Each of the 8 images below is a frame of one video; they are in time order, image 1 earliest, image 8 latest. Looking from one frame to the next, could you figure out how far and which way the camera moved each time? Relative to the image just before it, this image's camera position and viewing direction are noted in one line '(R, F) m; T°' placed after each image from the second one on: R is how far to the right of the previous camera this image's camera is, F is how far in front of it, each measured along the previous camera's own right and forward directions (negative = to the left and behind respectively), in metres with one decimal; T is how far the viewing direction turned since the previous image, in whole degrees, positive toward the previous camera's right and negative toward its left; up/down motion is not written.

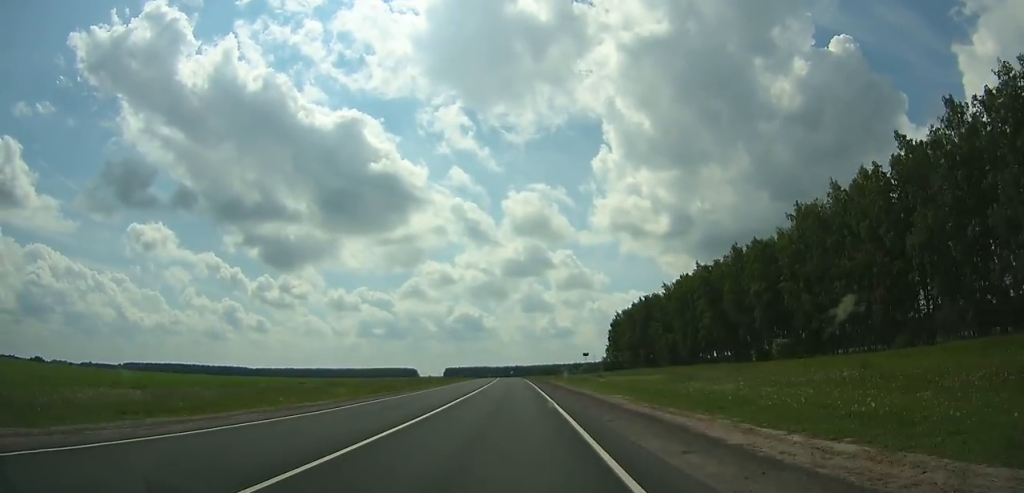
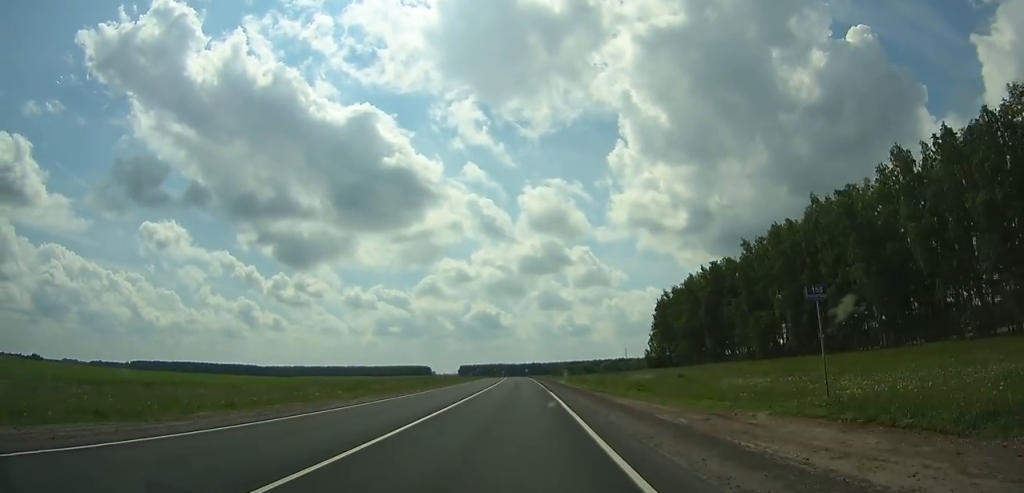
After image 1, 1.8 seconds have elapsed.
(-0.8, +50.1) m; -1°
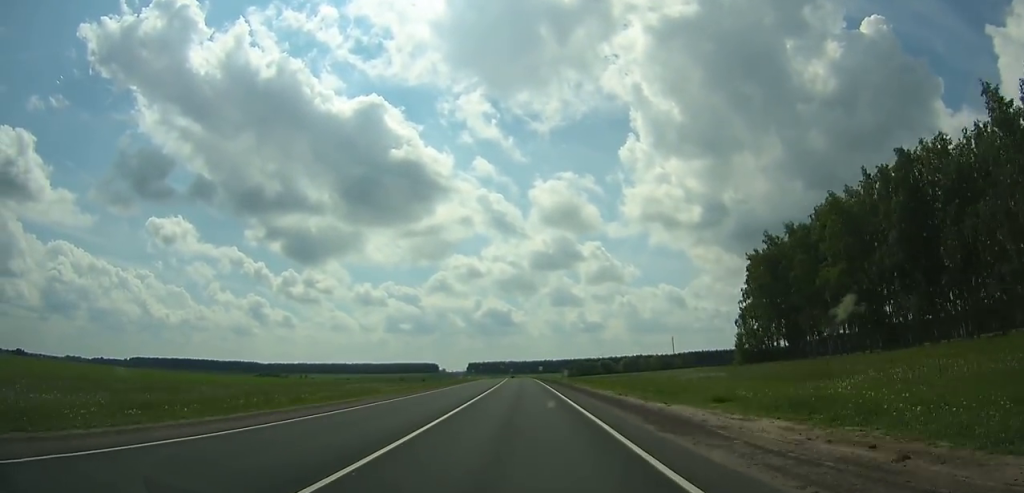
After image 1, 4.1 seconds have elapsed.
(-0.8, +62.1) m; -1°
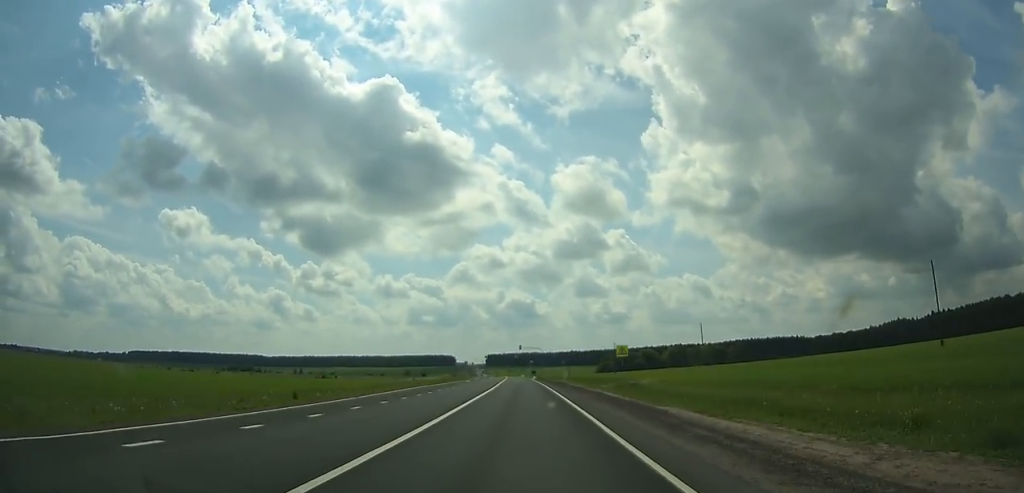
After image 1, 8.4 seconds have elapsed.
(-2.0, +108.6) m; -2°
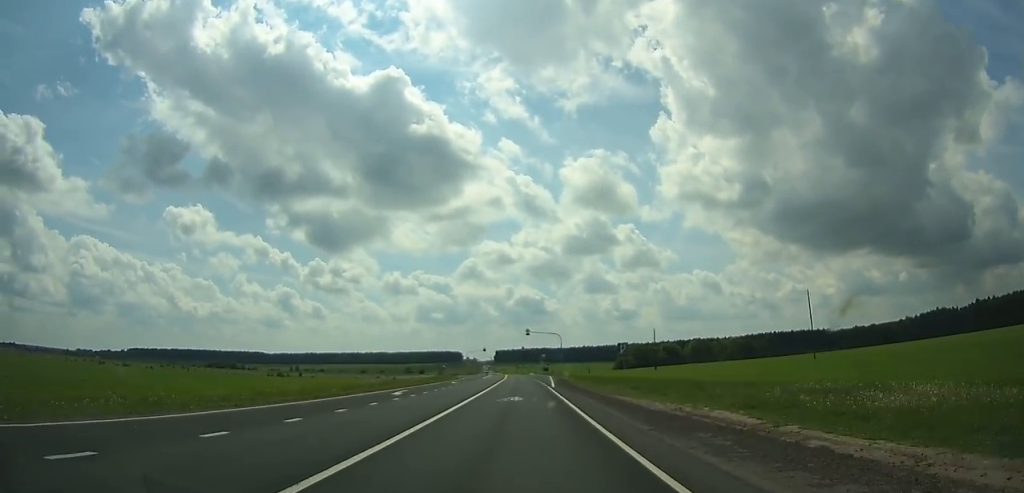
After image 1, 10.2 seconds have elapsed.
(-0.3, +44.7) m; -1°
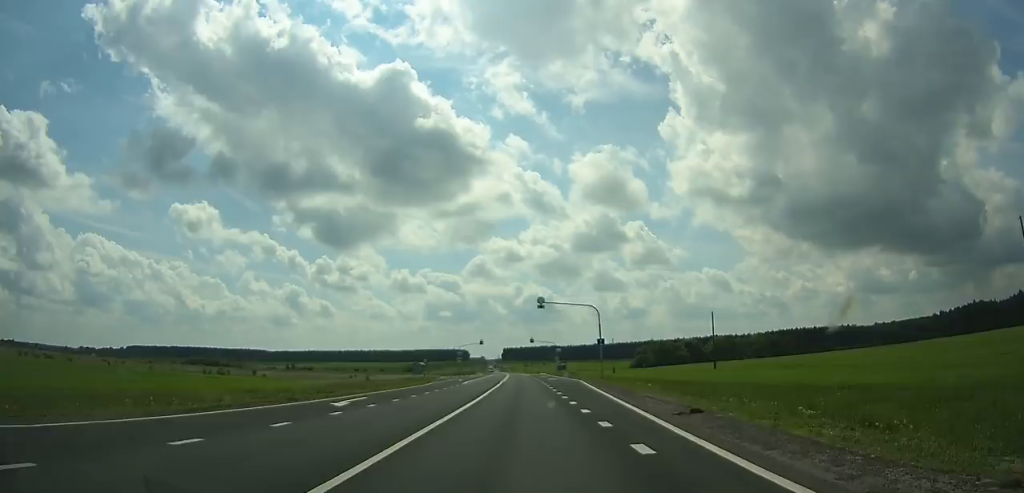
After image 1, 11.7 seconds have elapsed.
(-0.3, +37.8) m; 0°
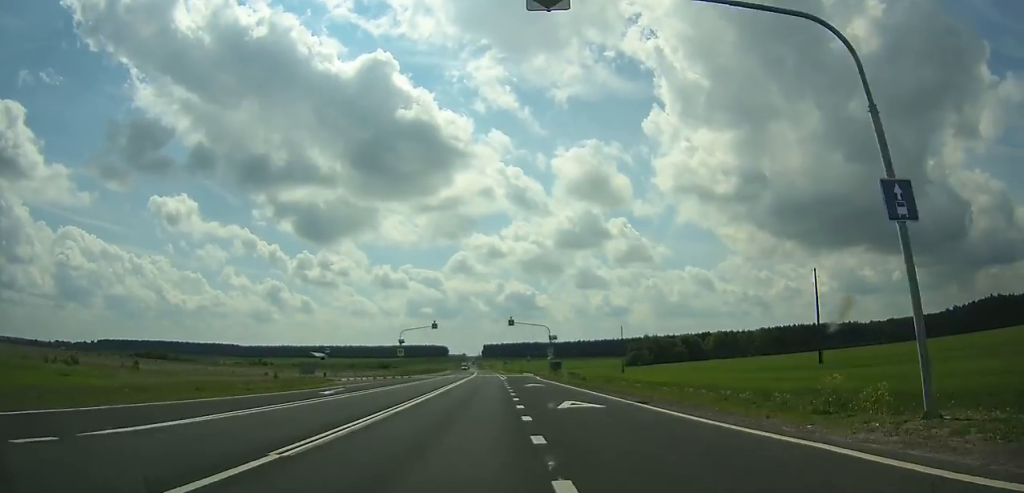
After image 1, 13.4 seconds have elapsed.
(-0.1, +43.5) m; -1°
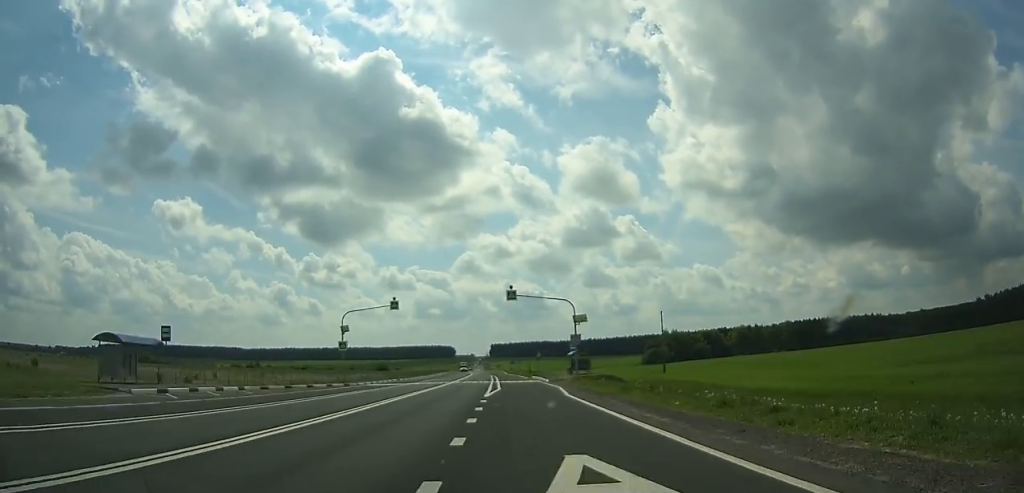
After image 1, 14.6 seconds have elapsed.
(+0.3, +31.1) m; 0°
